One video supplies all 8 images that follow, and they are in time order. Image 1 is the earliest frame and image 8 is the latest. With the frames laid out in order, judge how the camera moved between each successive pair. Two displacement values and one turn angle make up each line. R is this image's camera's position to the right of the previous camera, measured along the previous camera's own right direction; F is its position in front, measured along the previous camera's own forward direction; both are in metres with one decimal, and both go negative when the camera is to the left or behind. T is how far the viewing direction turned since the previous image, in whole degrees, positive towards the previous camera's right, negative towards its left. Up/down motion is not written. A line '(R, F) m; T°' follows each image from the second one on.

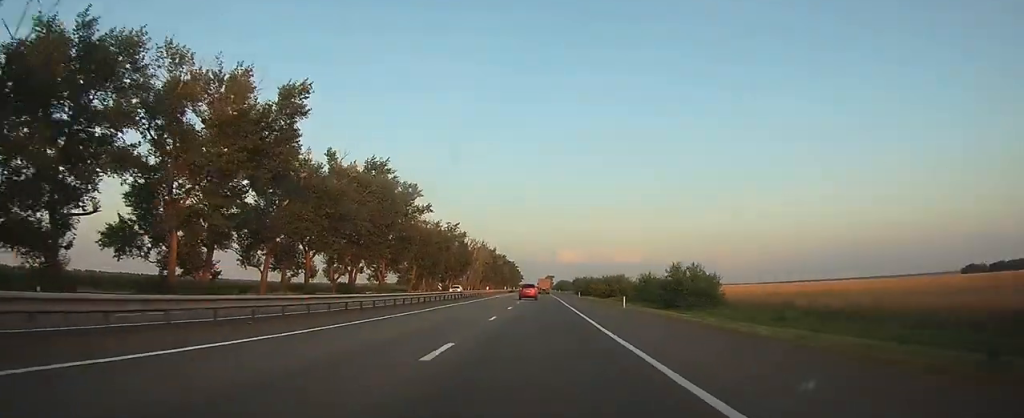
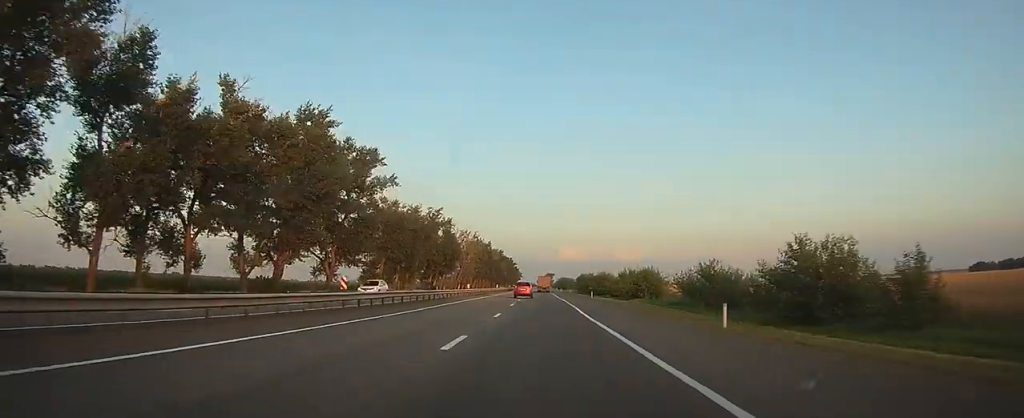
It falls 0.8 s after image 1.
(0.0, +22.4) m; 0°
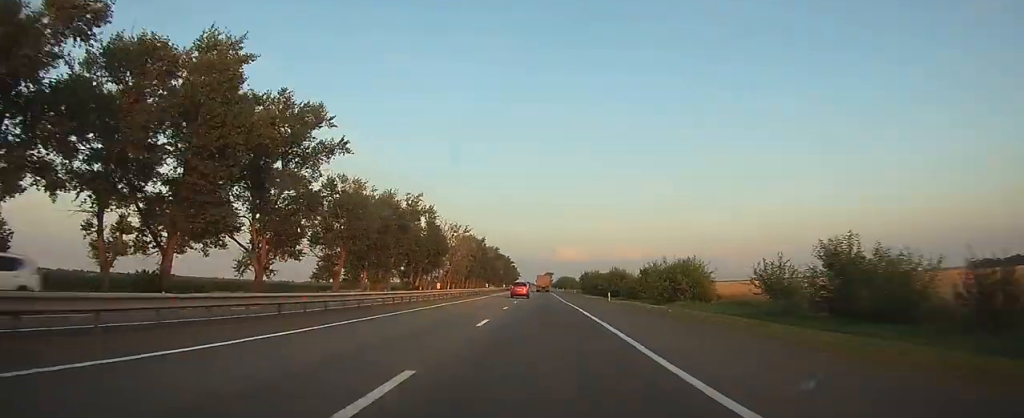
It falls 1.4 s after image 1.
(-0.1, +17.7) m; 0°
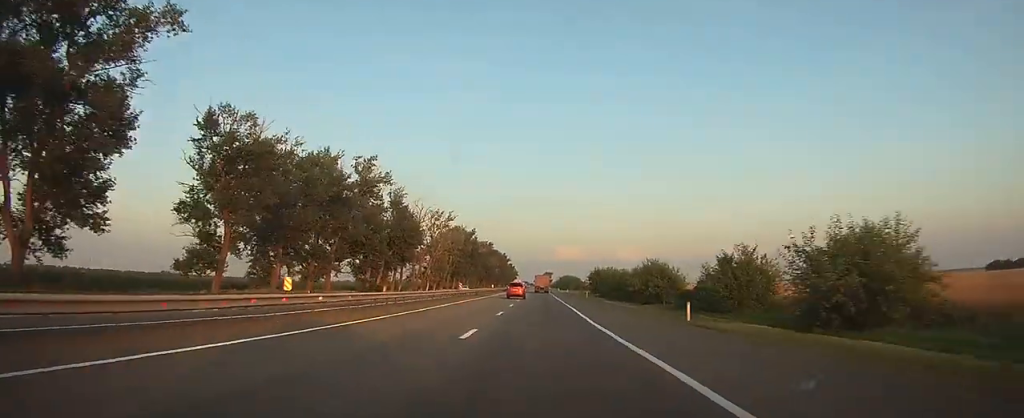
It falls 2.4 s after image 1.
(0.0, +27.1) m; 0°
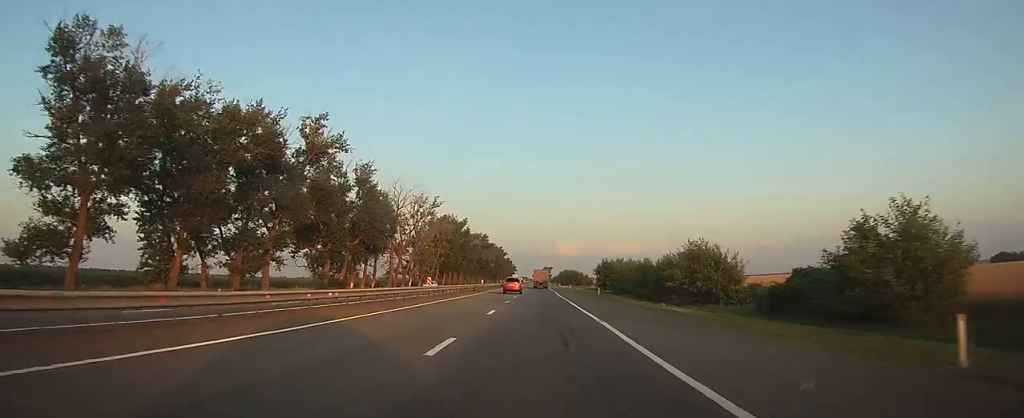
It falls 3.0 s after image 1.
(0.0, +15.9) m; 0°
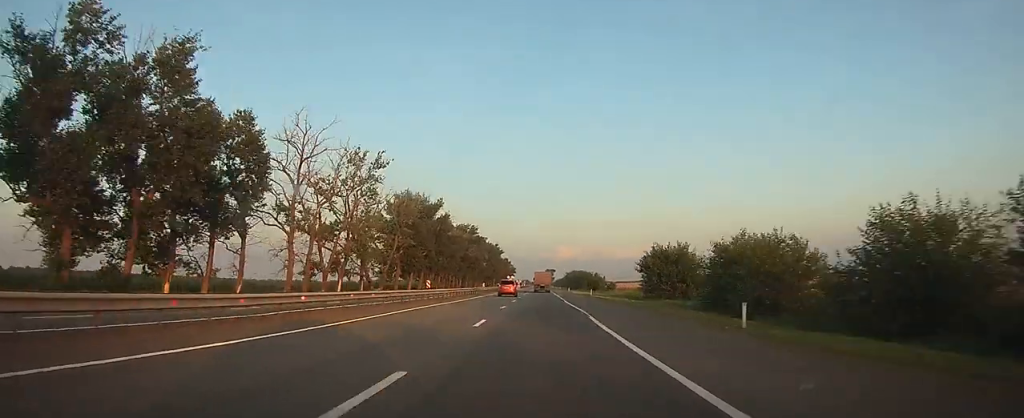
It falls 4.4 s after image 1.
(+0.1, +40.4) m; 0°
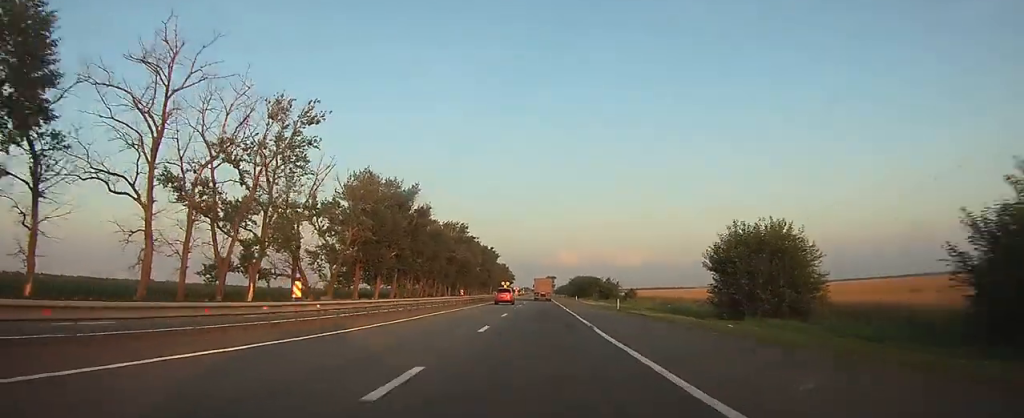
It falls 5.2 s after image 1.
(0.0, +22.6) m; 0°
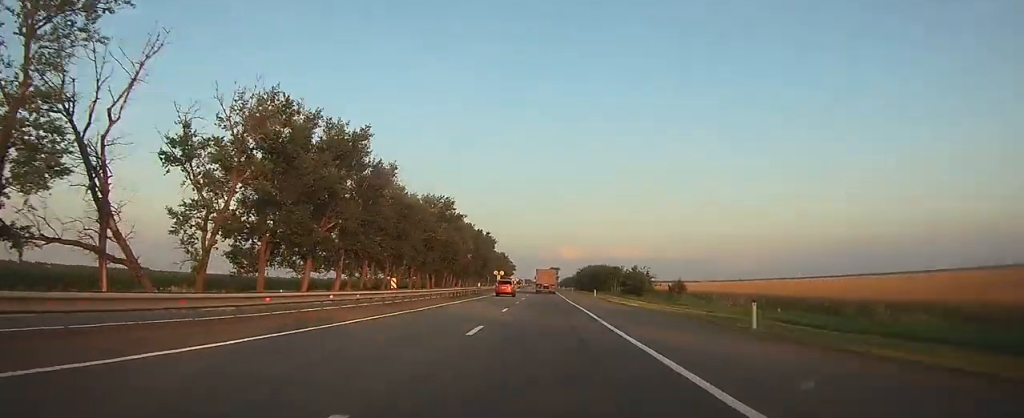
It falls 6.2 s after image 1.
(0.0, +28.2) m; 0°
